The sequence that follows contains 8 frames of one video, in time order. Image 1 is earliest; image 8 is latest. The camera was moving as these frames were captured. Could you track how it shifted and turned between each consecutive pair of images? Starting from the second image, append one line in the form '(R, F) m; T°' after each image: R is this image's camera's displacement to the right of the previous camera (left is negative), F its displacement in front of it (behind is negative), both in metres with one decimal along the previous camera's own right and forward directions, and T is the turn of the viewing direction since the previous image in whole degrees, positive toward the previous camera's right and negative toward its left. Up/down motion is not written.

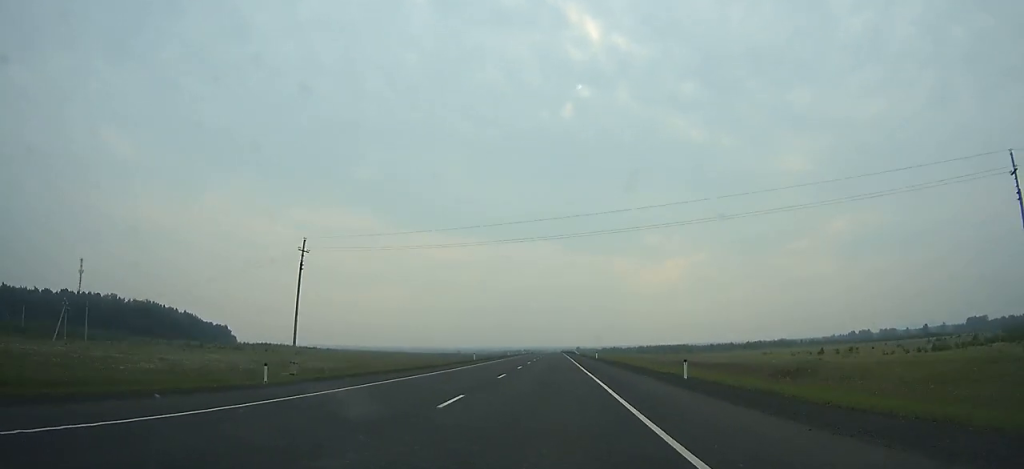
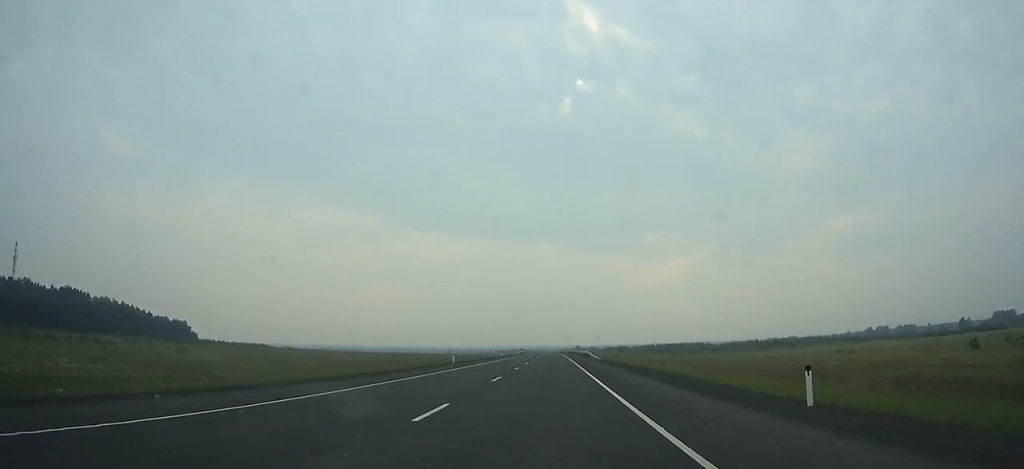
(0.0, +59.7) m; 0°
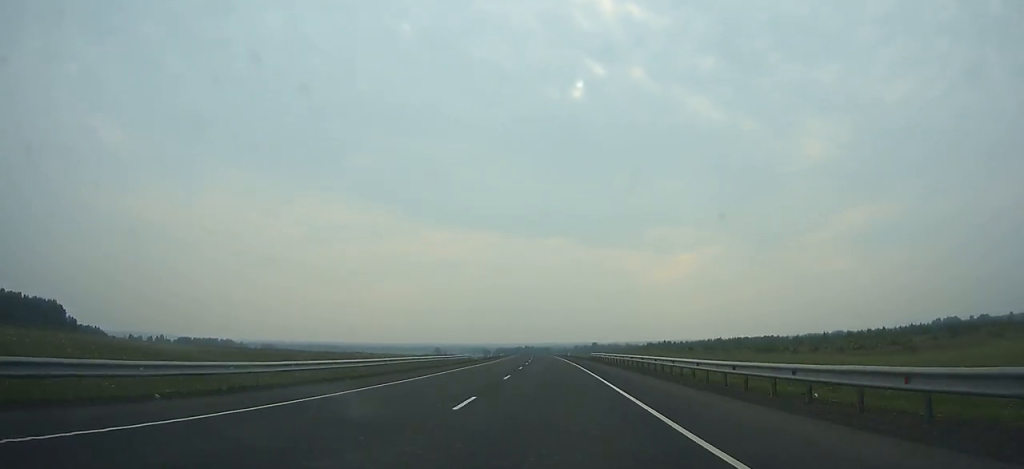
(-0.8, +153.0) m; -1°
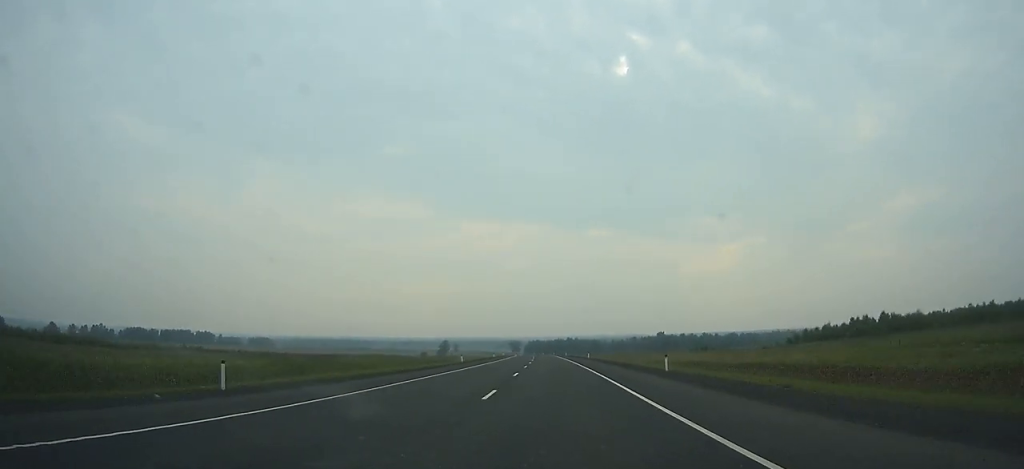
(-6.3, +179.5) m; -4°
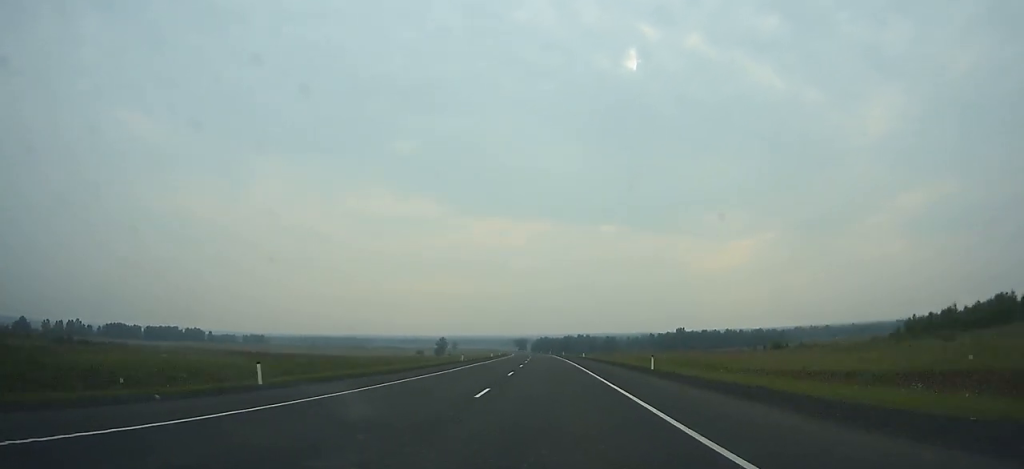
(-0.6, +44.9) m; -1°
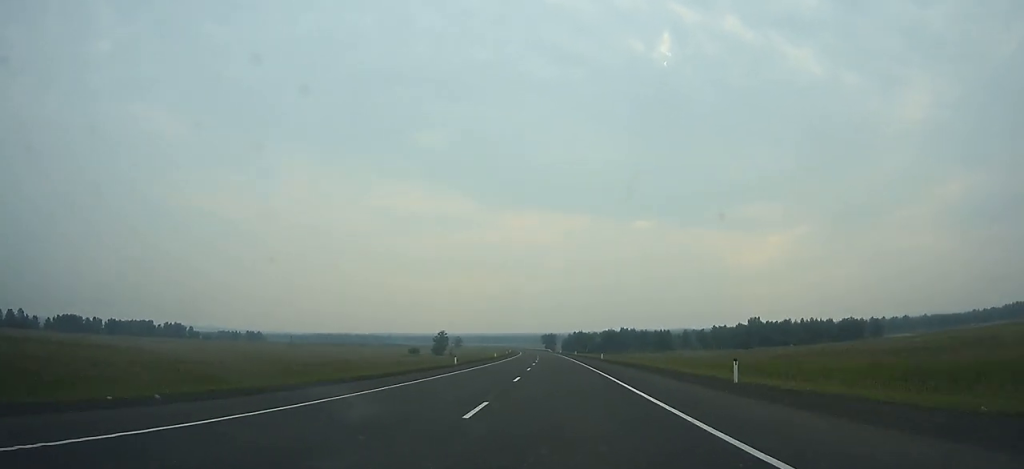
(-2.4, +109.8) m; -3°
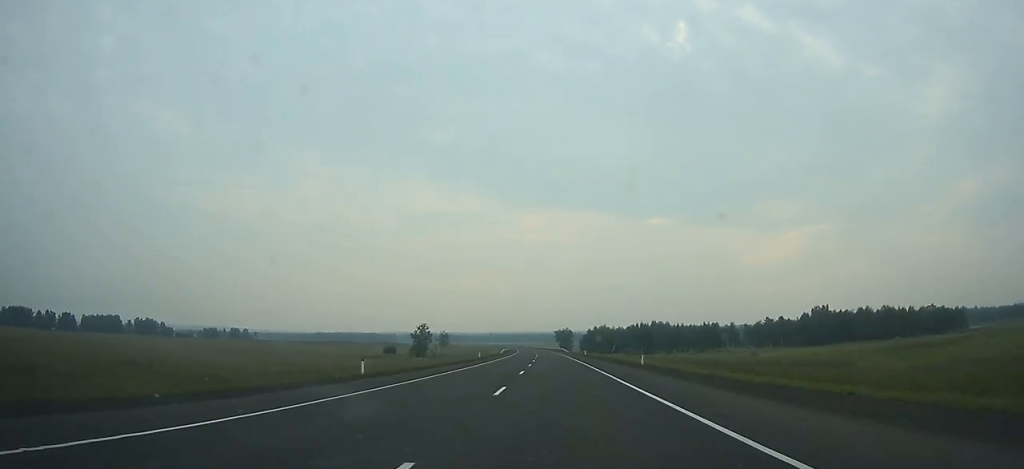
(-1.3, +77.5) m; -2°
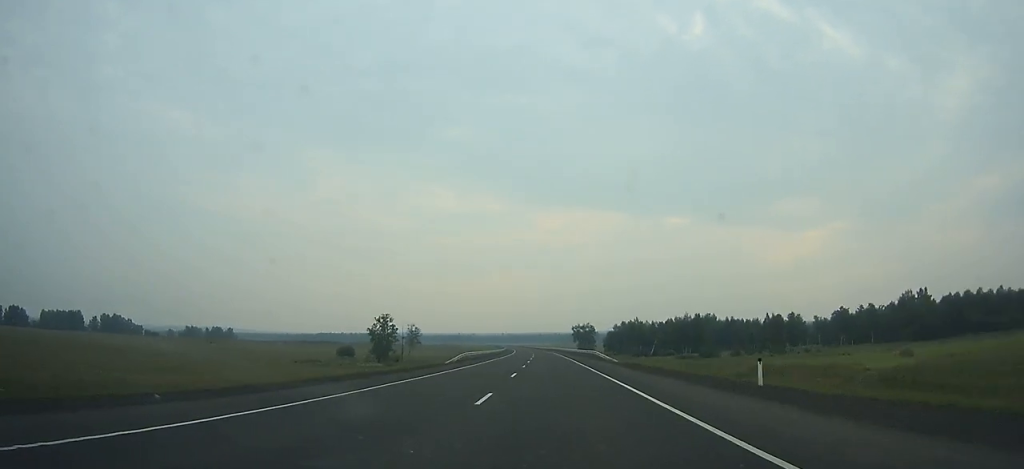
(-1.0, +74.0) m; -2°
